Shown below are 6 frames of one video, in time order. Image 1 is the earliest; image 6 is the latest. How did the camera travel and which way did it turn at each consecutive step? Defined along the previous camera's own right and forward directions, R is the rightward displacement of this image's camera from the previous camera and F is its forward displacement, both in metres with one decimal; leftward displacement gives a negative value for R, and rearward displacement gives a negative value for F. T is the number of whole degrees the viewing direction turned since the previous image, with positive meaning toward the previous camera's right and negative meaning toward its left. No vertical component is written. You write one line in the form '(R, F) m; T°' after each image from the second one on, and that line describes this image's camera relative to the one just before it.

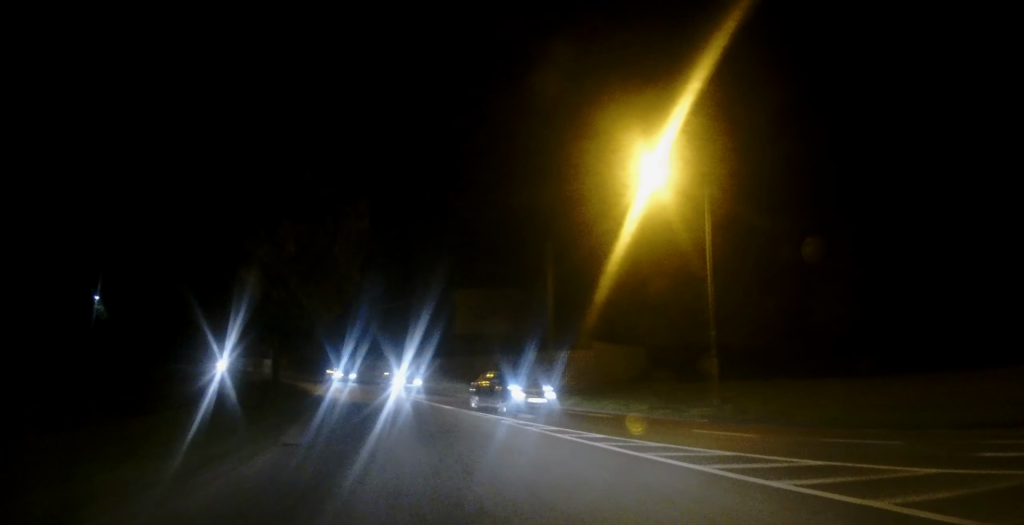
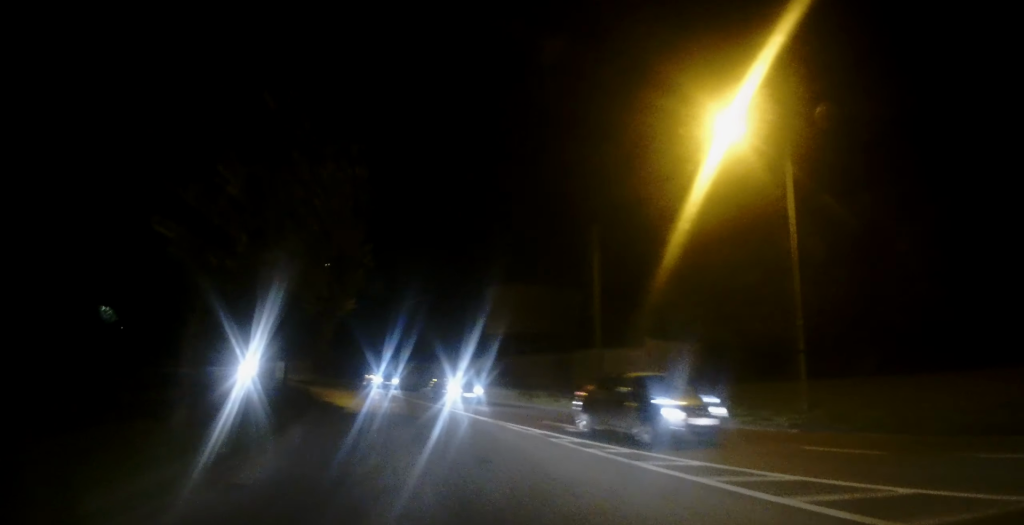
(-0.1, +3.9) m; -4°
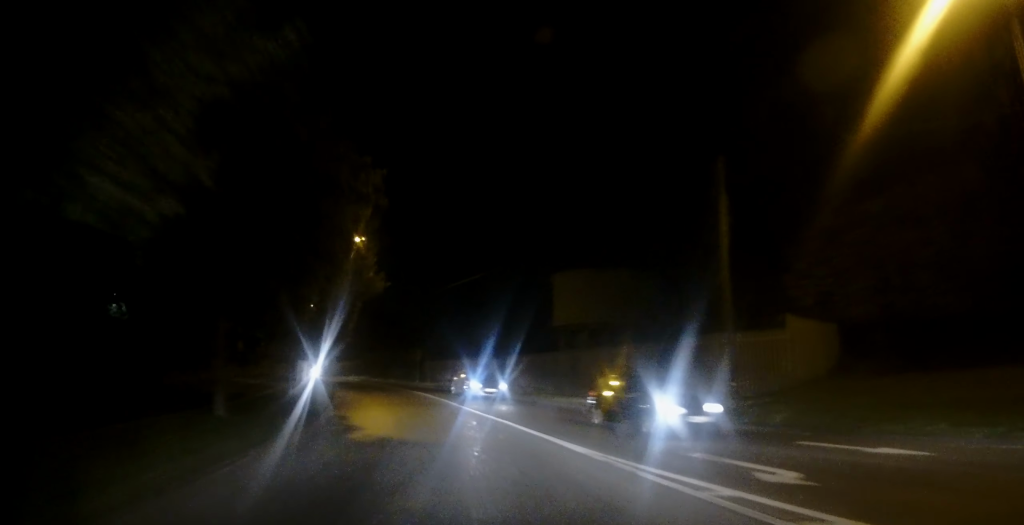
(-0.7, +8.0) m; -5°
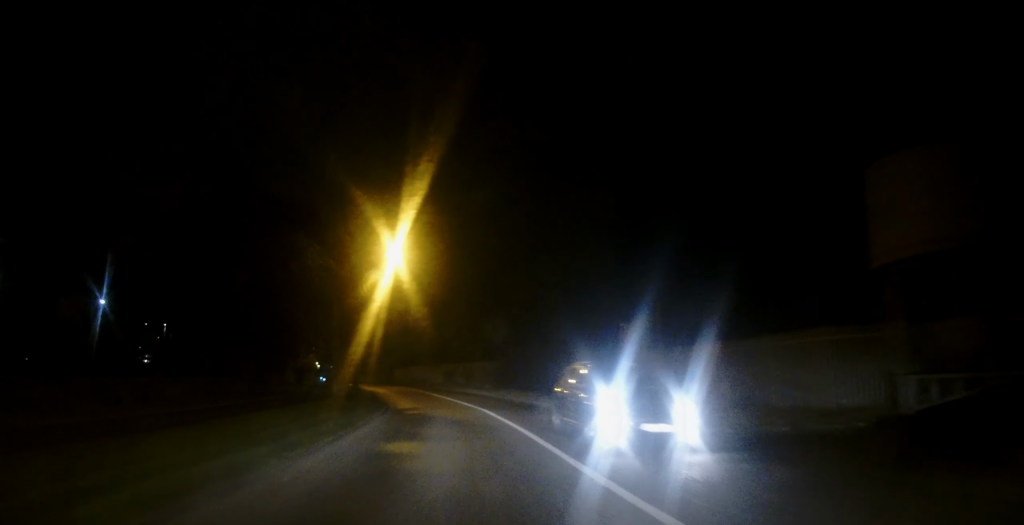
(-5.0, +33.4) m; -13°
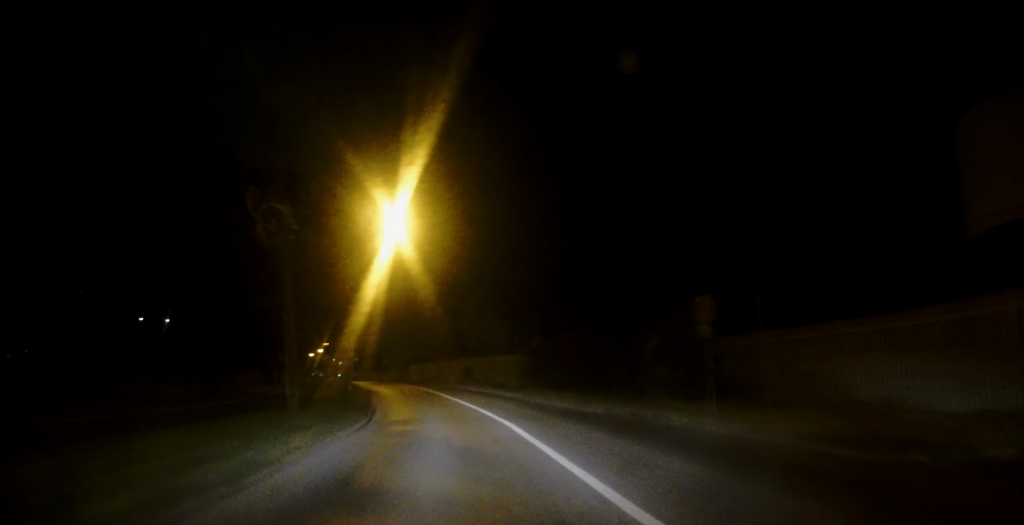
(-0.1, +6.8) m; -2°
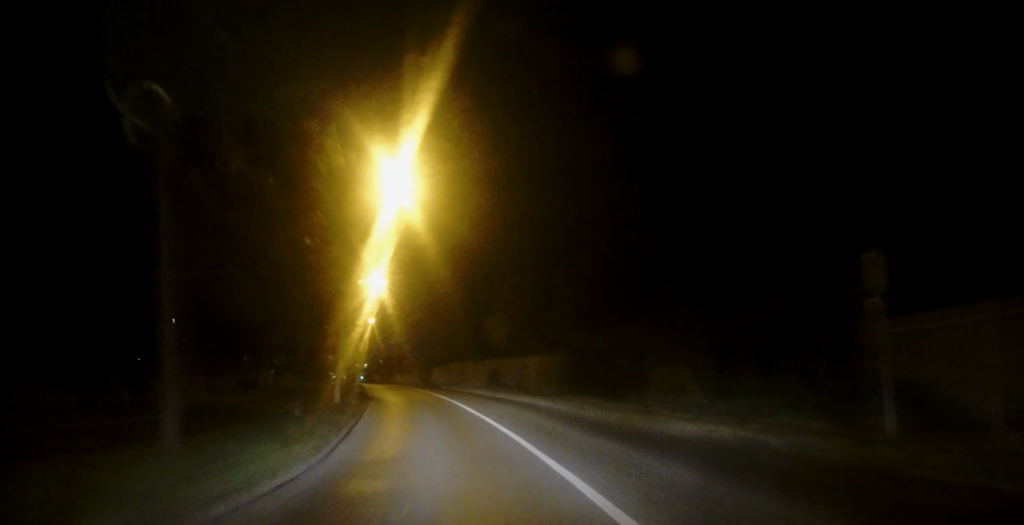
(-0.1, +6.8) m; -3°
